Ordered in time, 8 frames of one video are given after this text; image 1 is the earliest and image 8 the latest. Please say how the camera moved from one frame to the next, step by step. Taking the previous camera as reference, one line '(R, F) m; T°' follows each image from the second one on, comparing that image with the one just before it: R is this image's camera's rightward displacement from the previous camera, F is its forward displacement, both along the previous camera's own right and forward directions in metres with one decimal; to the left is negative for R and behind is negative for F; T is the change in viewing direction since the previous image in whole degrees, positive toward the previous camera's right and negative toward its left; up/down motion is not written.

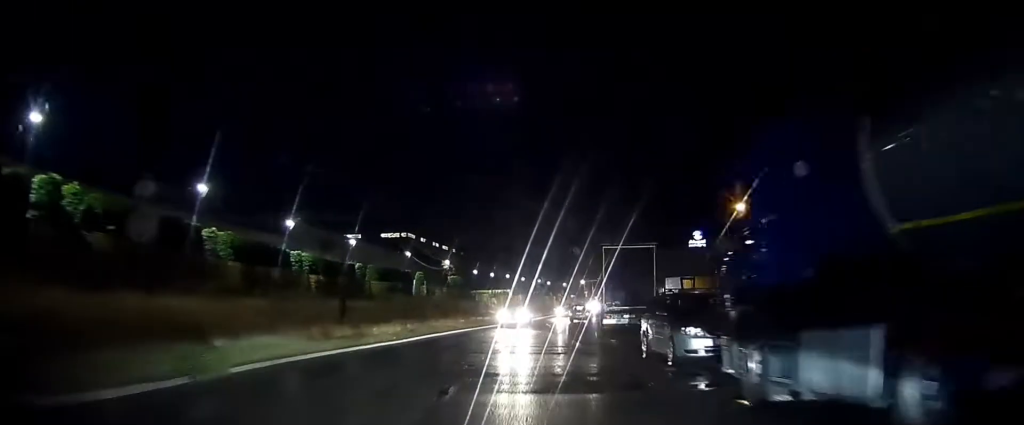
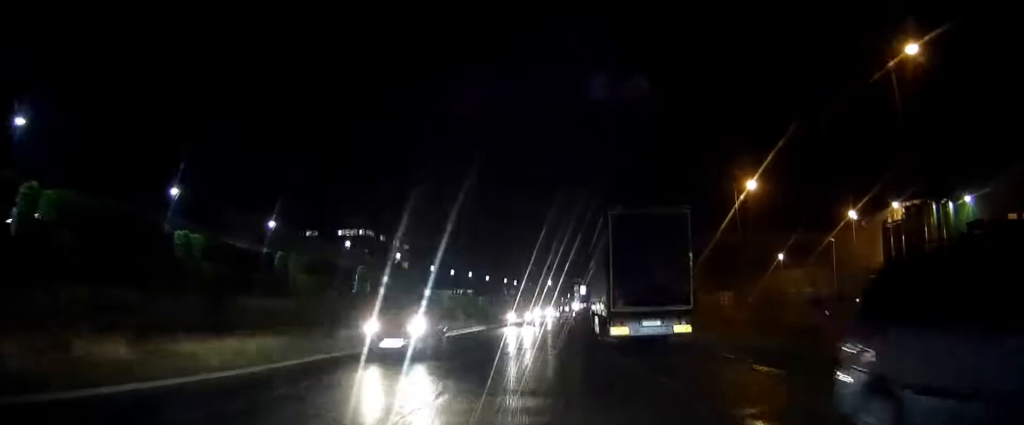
(+0.3, +11.7) m; +3°
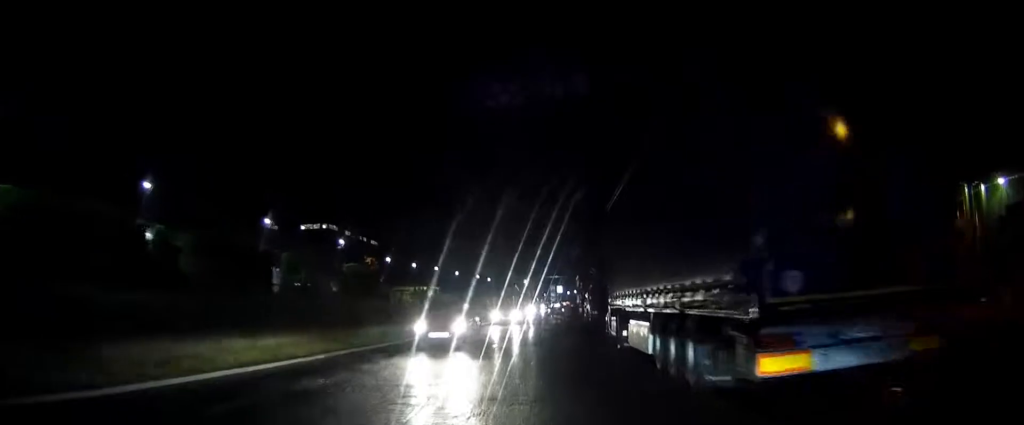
(0.0, +13.6) m; -1°
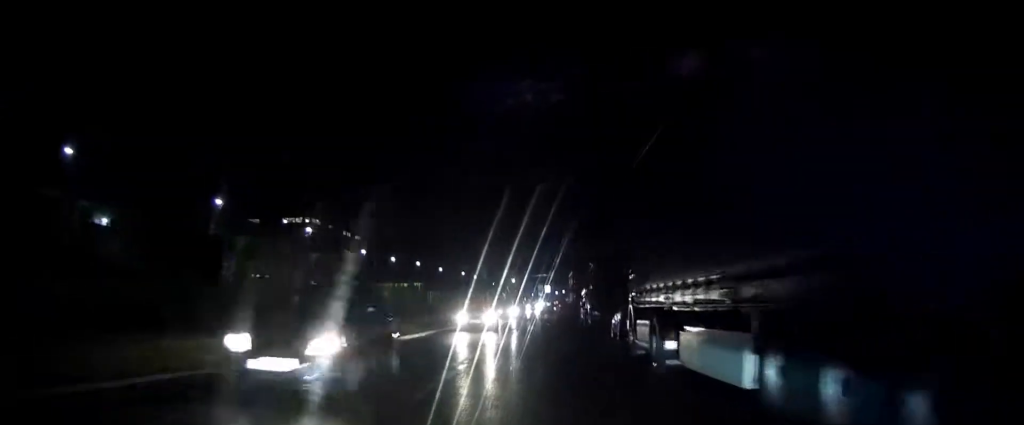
(-0.2, +5.9) m; 0°
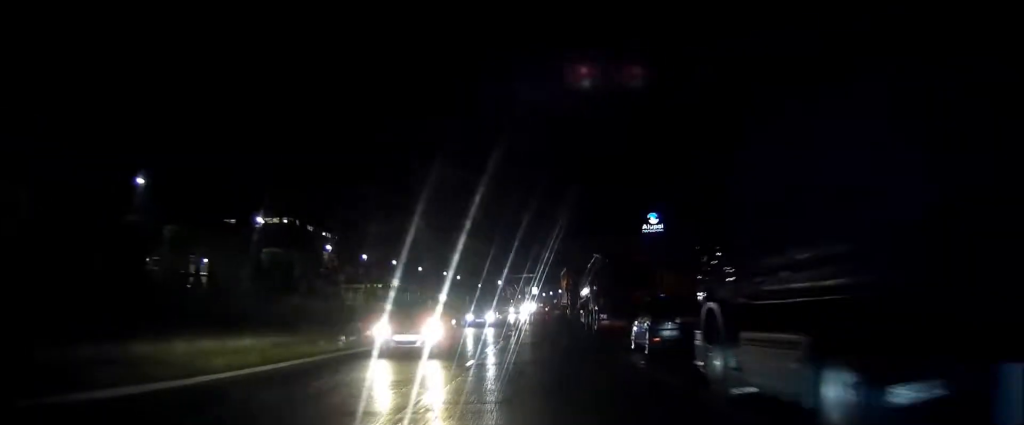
(+0.2, +7.2) m; +2°
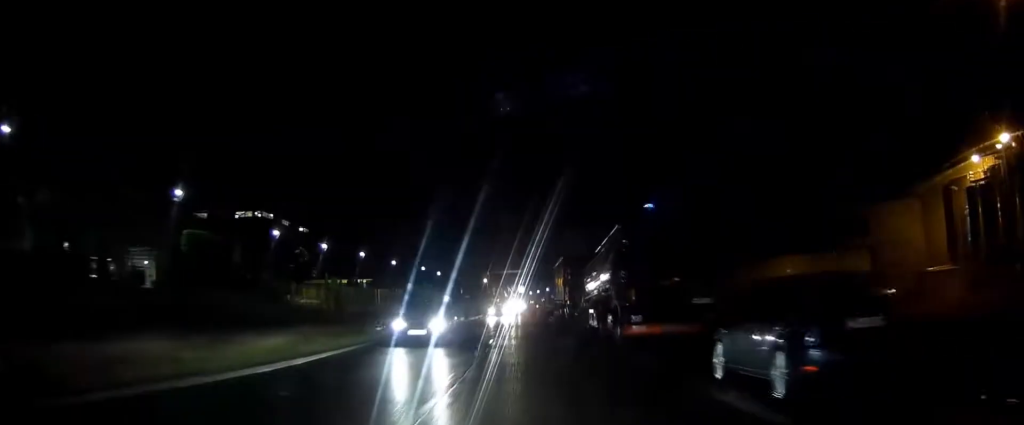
(+0.2, +9.1) m; +1°
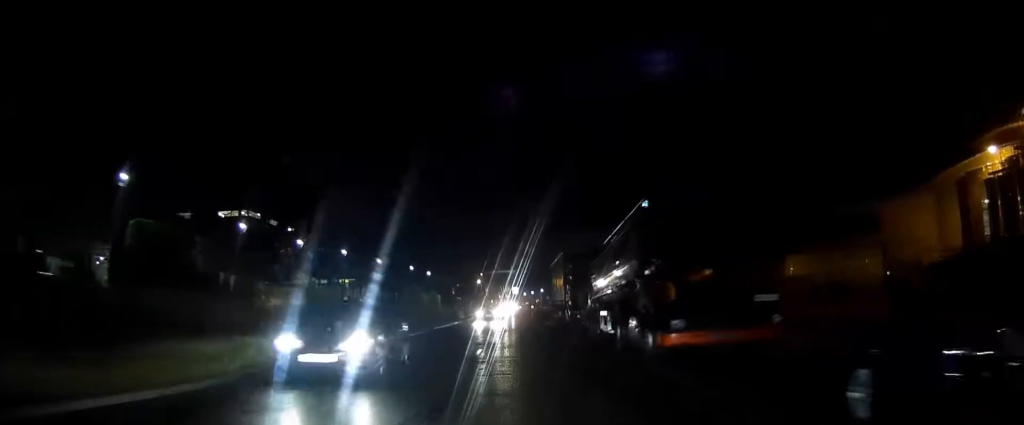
(0.0, +4.7) m; 0°
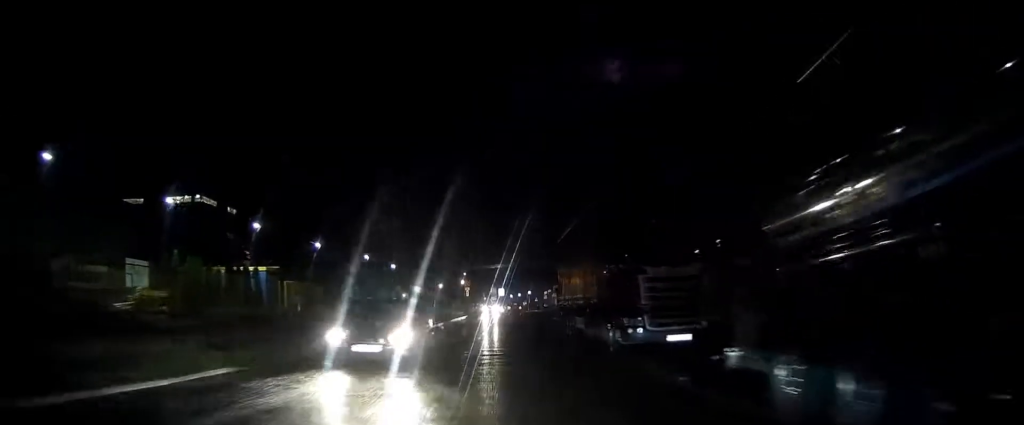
(+0.3, +17.7) m; +2°
